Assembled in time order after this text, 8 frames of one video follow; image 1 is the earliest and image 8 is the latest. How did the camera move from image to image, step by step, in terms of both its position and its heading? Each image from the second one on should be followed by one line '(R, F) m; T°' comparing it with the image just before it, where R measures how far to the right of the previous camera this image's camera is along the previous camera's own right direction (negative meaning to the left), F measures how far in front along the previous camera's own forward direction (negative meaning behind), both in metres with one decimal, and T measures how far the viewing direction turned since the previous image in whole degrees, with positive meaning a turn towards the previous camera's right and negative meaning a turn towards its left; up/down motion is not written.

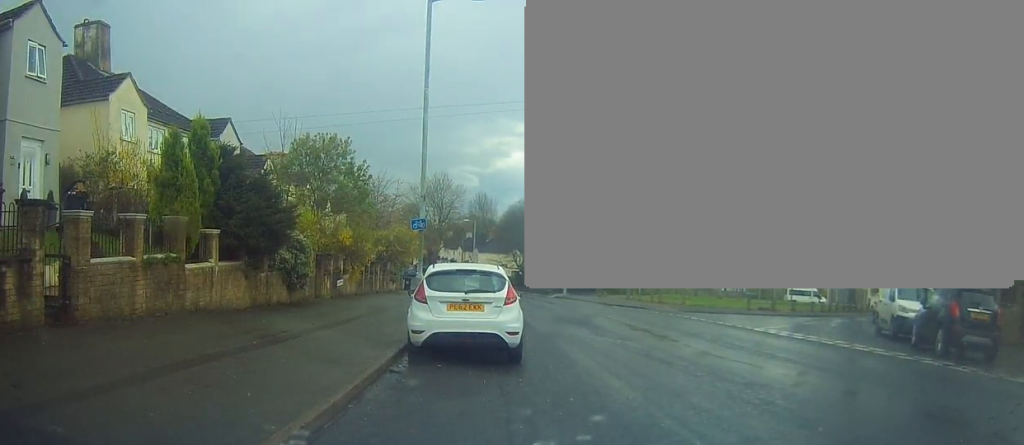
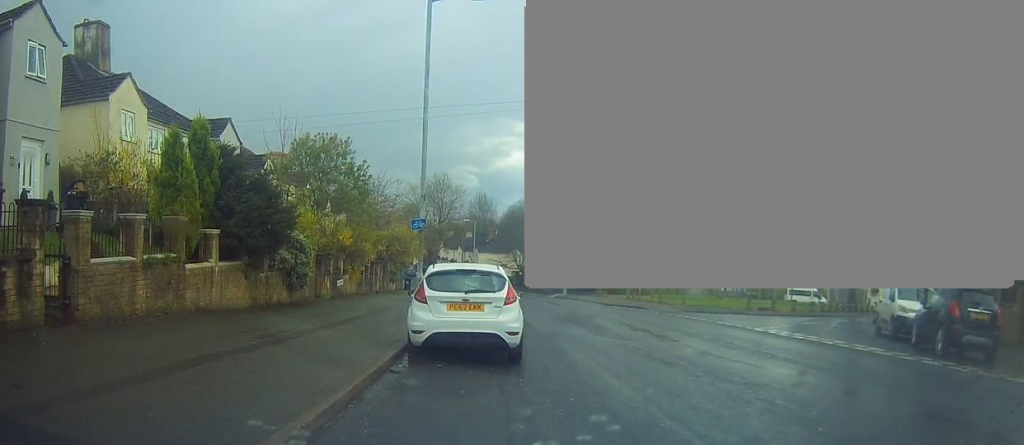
(0.0, 0.0) m; 0°
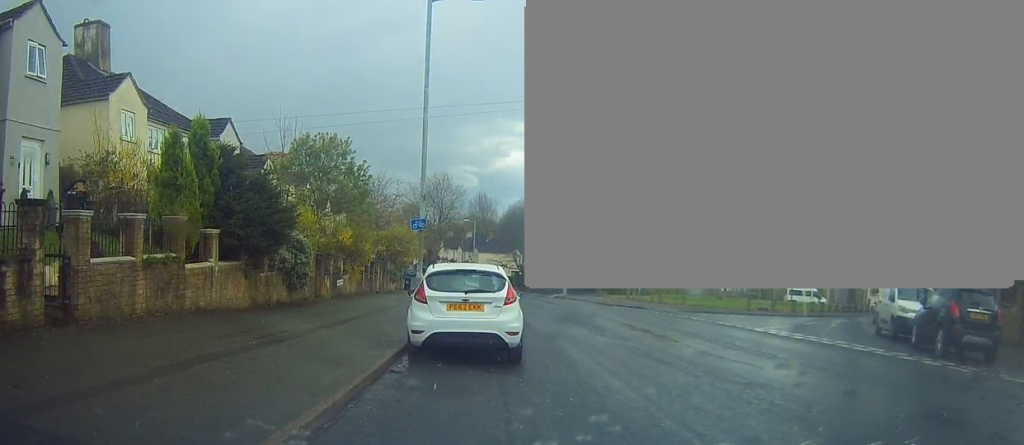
(0.0, 0.0) m; 0°
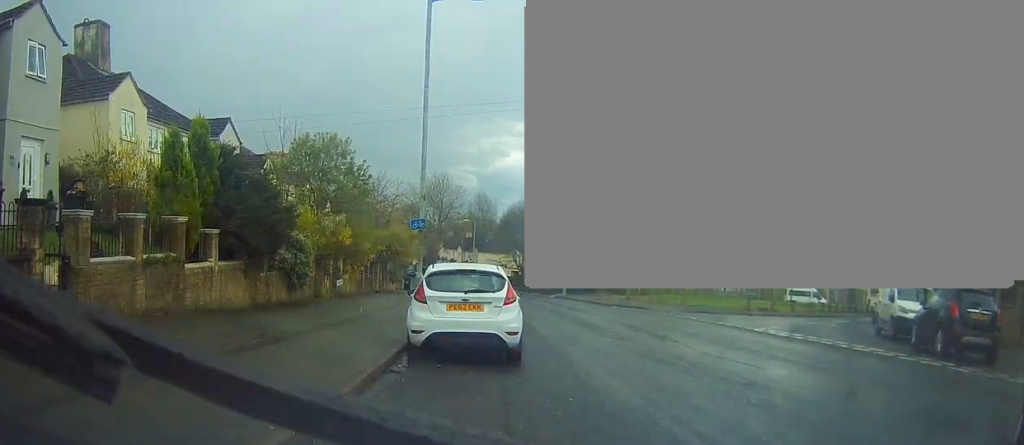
(0.0, 0.0) m; 0°
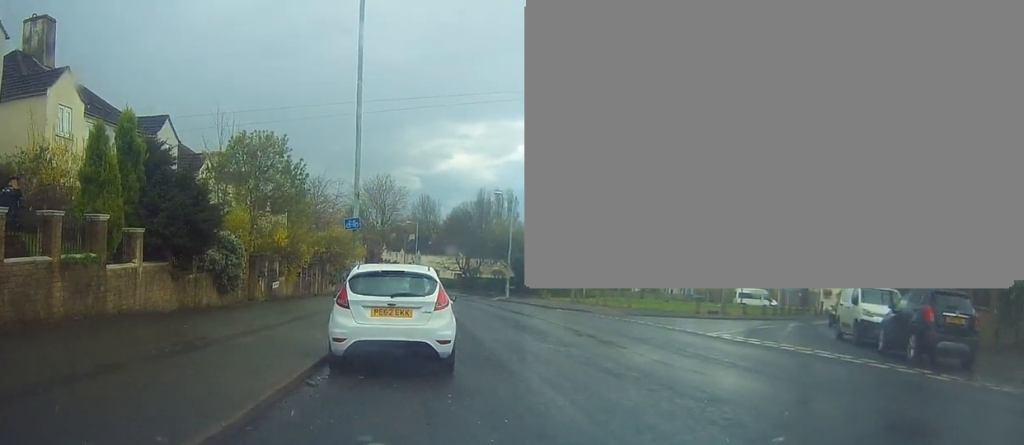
(+0.2, +0.3) m; 0°
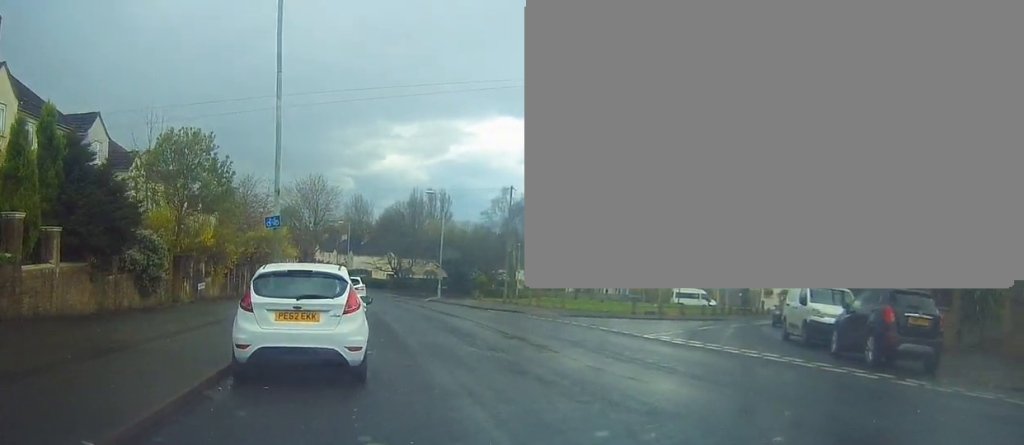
(+0.3, +0.3) m; +3°
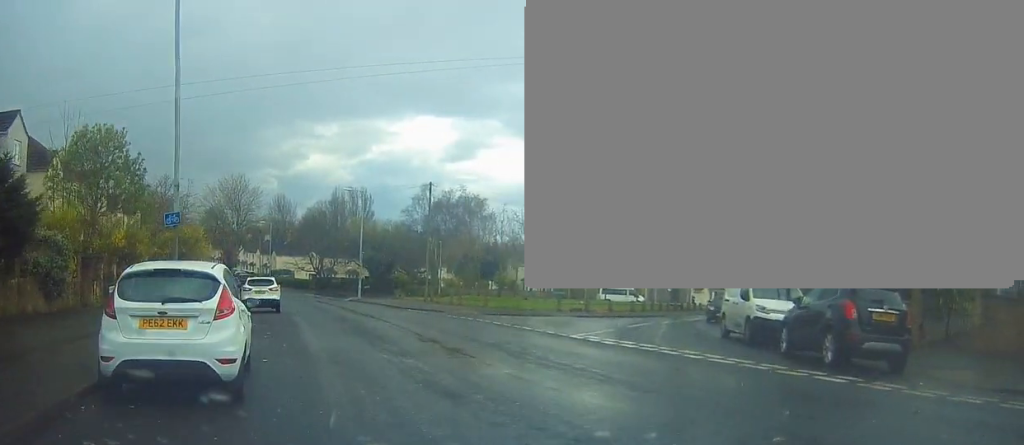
(+0.6, +0.7) m; +12°
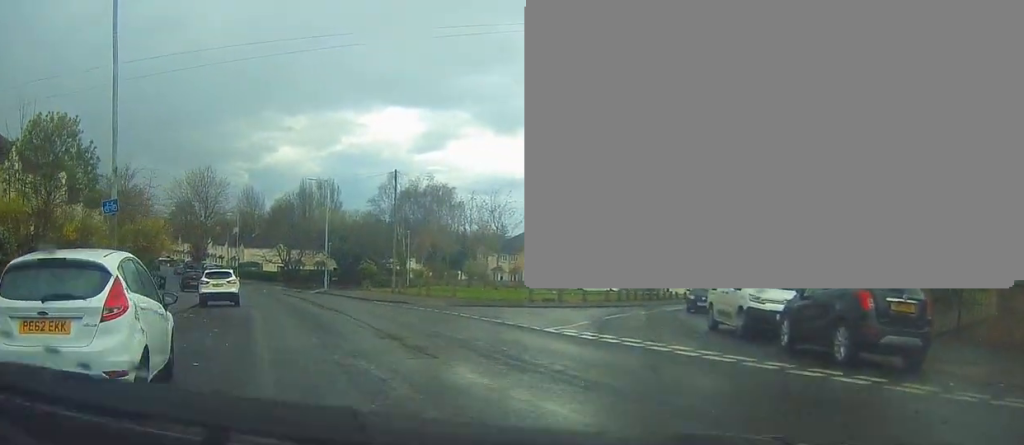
(-0.4, +1.5) m; +4°
